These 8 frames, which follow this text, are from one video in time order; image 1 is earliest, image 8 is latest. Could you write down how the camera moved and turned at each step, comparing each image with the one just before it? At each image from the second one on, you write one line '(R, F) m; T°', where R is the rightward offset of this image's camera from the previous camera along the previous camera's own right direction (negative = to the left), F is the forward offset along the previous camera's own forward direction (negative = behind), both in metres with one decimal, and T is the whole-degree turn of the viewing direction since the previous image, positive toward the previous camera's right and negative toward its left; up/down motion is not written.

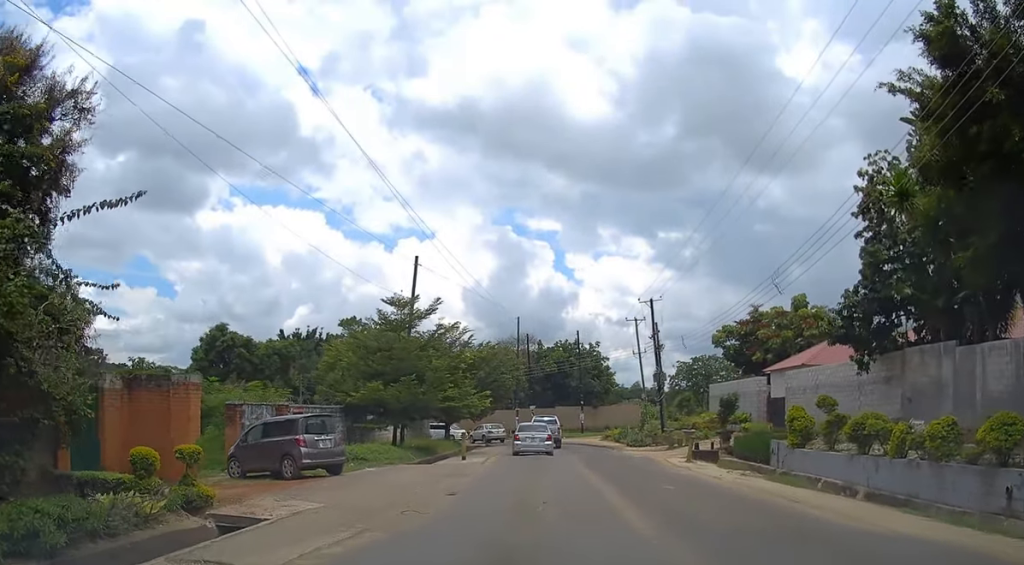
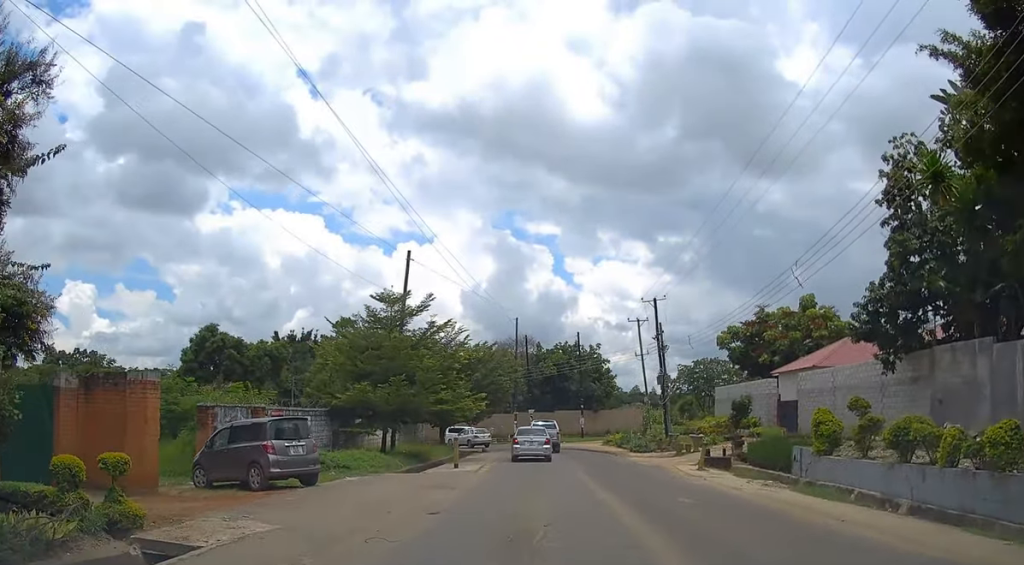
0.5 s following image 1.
(0.0, +2.3) m; 0°
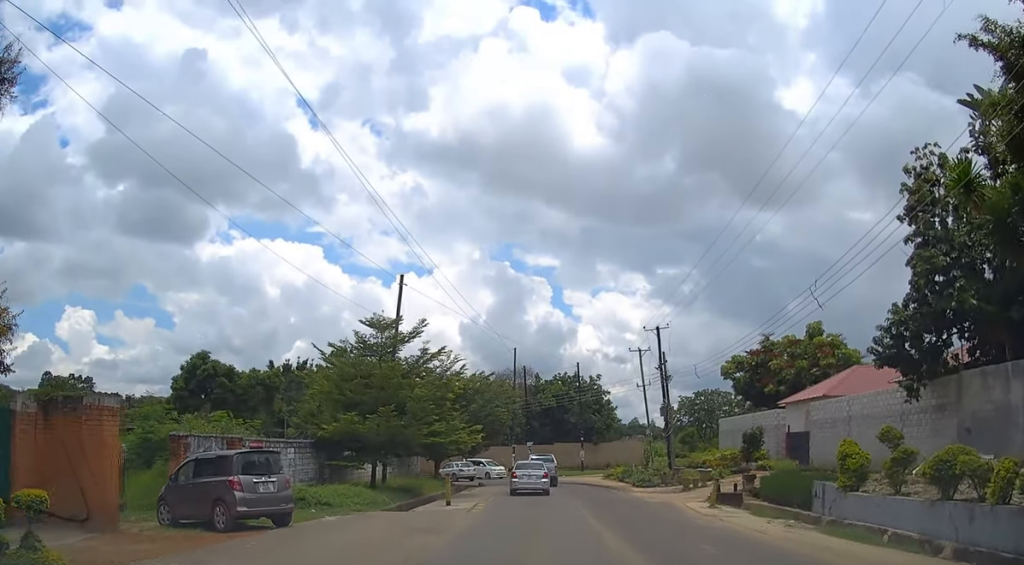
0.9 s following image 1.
(0.0, +2.0) m; 0°
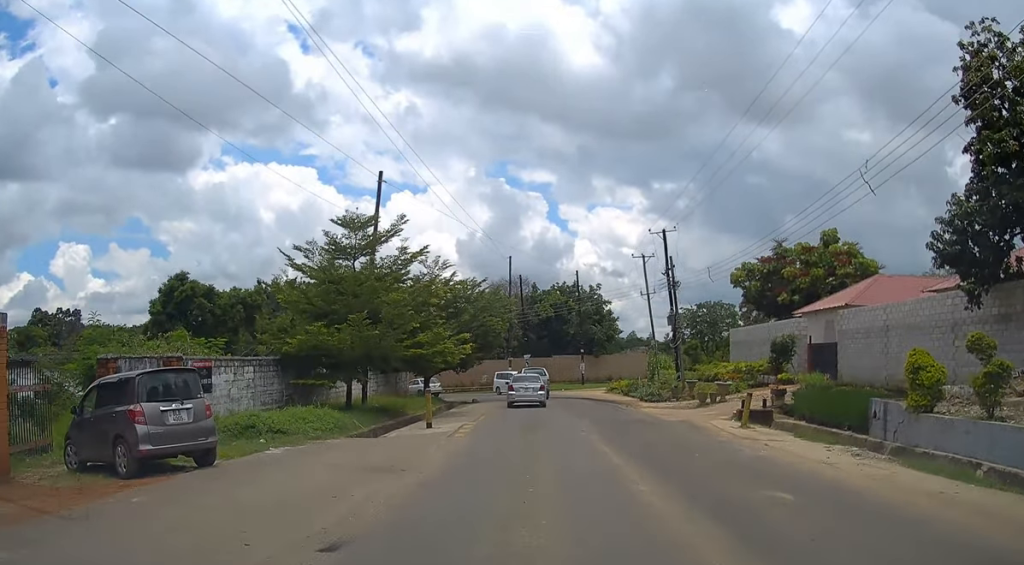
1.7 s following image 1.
(+0.1, +3.8) m; 0°
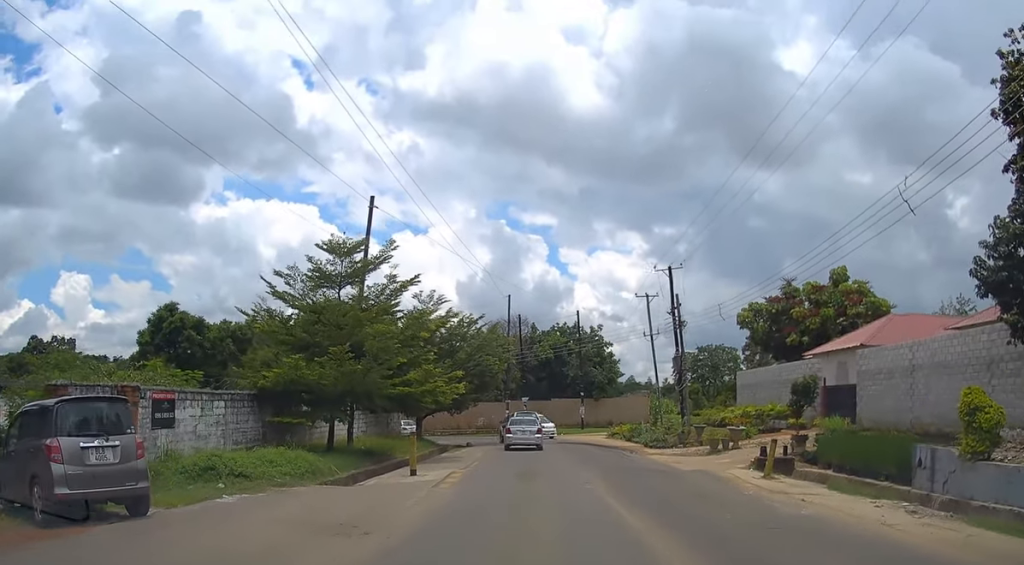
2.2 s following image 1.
(0.0, +2.1) m; 0°
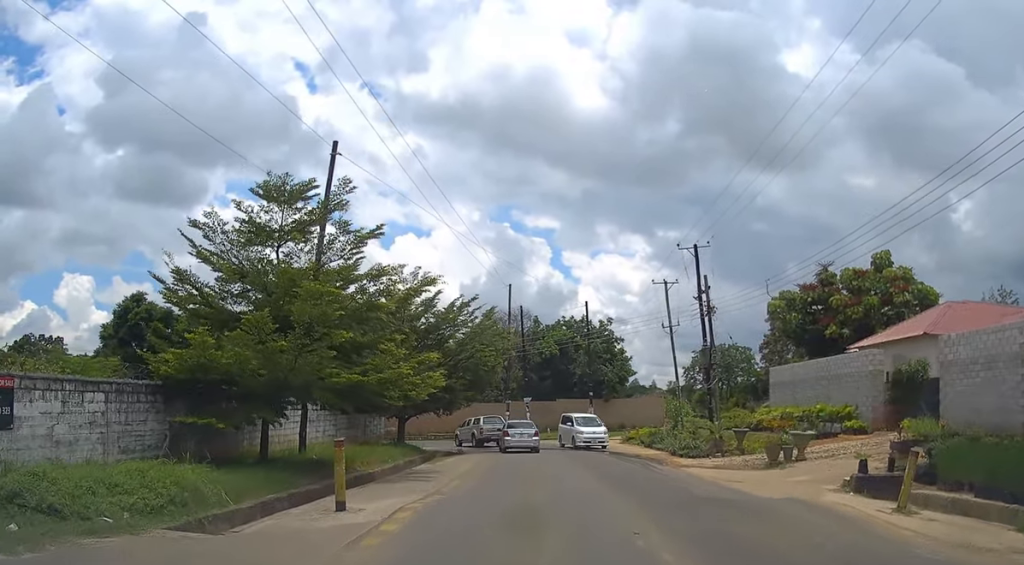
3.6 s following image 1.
(-0.1, +6.1) m; 0°
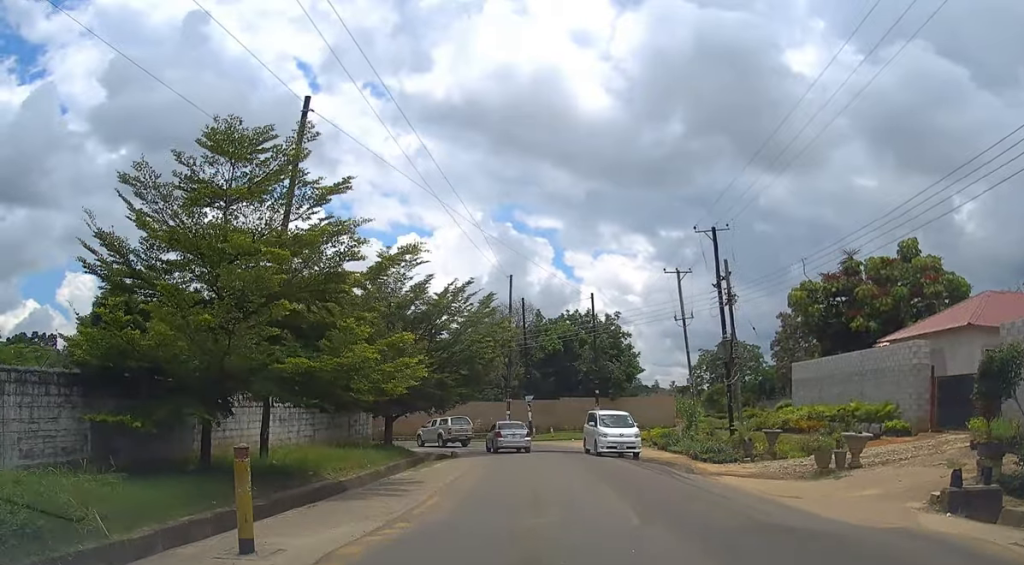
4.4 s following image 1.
(0.0, +3.5) m; 0°
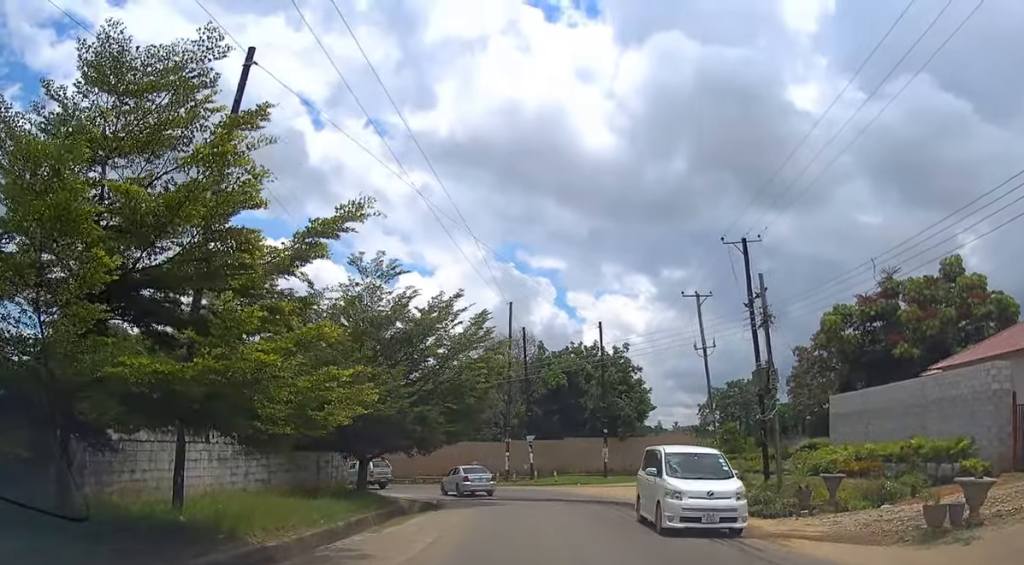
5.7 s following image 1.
(-0.1, +5.5) m; -1°
